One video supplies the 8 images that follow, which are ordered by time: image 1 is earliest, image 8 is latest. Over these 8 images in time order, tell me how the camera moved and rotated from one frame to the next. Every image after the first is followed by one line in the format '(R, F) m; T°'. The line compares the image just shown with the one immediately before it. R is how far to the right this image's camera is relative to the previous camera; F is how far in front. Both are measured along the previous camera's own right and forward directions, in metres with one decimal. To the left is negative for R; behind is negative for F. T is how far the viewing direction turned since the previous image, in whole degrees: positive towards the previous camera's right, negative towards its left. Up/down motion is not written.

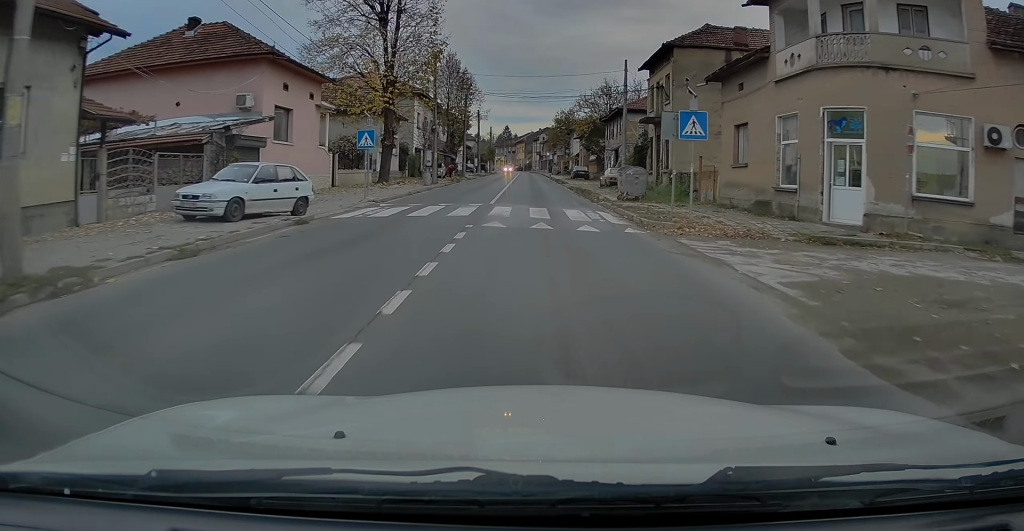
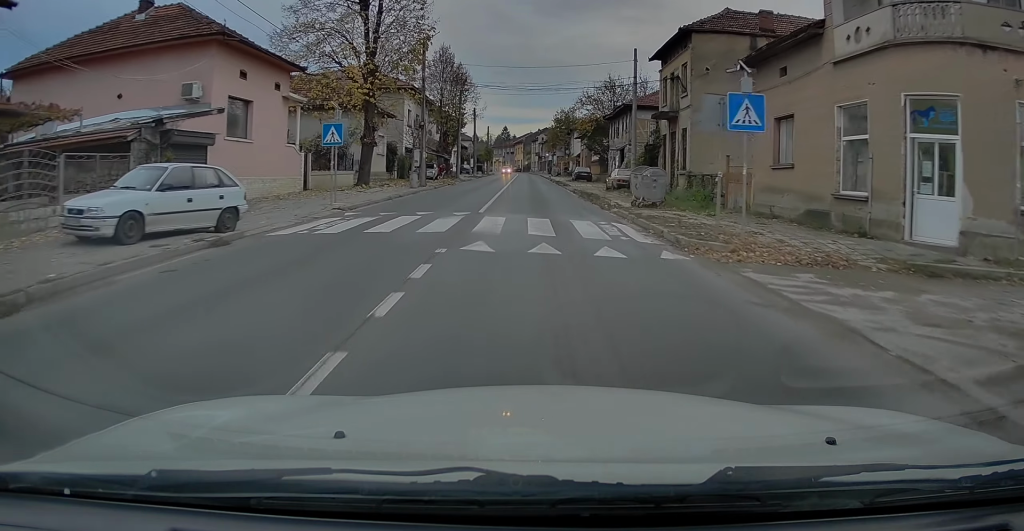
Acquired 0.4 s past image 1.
(0.0, +4.2) m; 0°
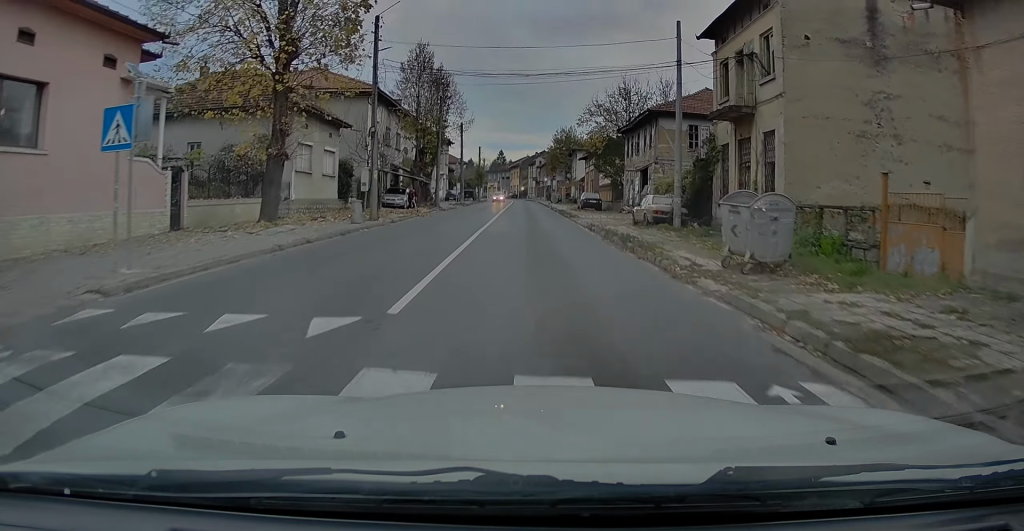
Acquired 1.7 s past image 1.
(-0.1, +11.2) m; 0°
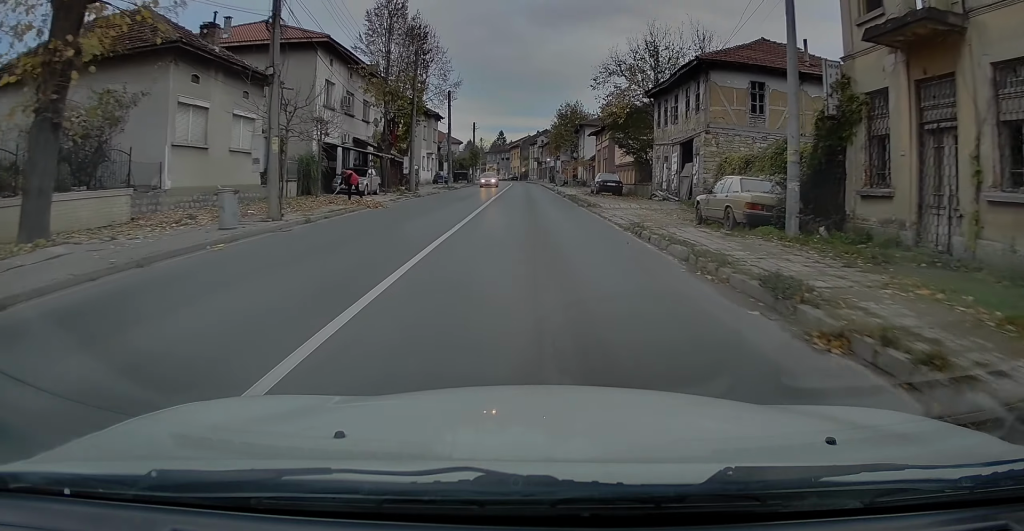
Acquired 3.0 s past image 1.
(0.0, +10.1) m; +1°
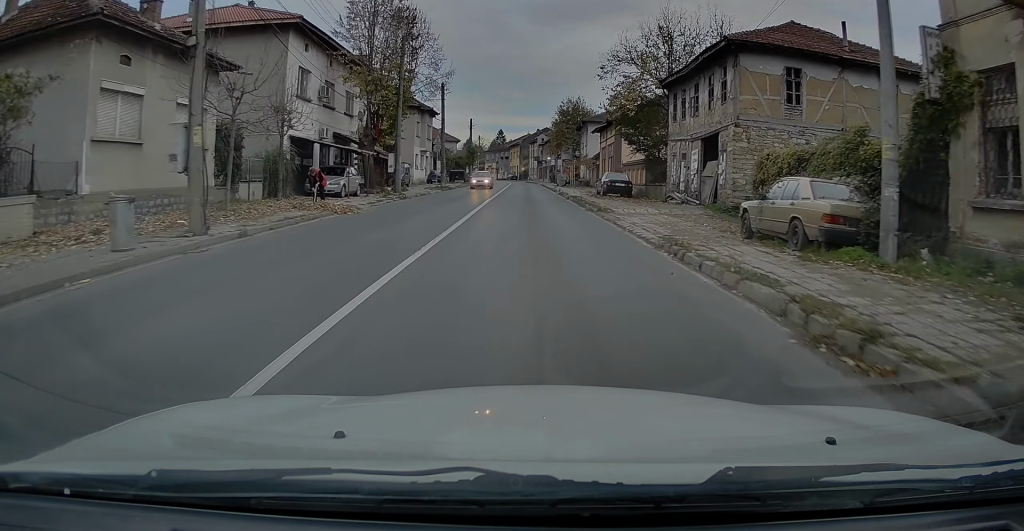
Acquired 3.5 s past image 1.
(0.0, +3.8) m; 0°
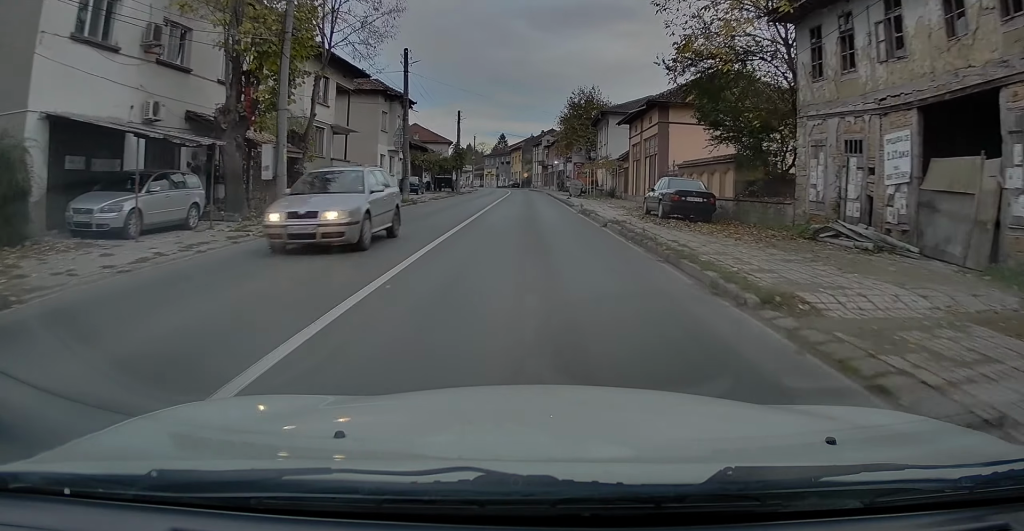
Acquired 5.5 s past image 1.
(+0.2, +16.6) m; -1°
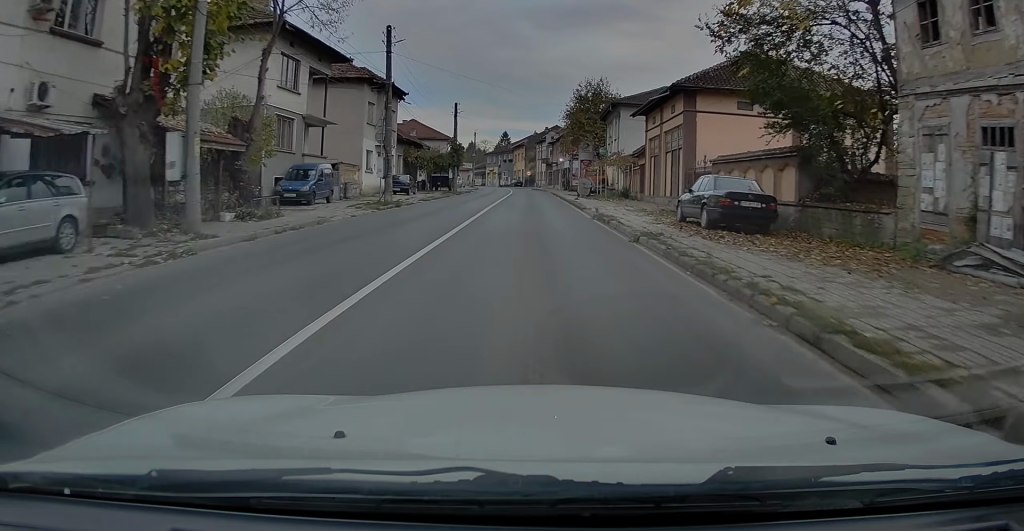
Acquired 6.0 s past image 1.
(-0.2, +5.1) m; -1°
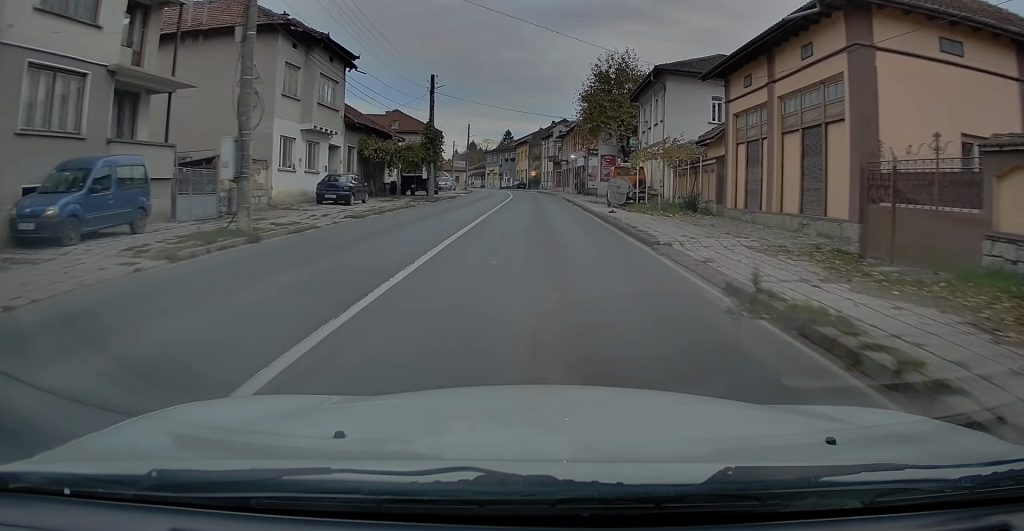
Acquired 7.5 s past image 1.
(-0.3, +15.2) m; +2°
